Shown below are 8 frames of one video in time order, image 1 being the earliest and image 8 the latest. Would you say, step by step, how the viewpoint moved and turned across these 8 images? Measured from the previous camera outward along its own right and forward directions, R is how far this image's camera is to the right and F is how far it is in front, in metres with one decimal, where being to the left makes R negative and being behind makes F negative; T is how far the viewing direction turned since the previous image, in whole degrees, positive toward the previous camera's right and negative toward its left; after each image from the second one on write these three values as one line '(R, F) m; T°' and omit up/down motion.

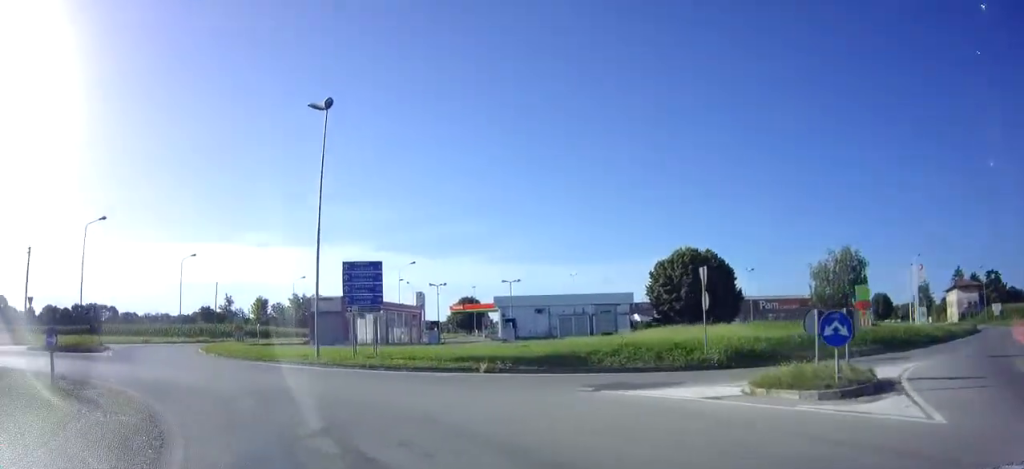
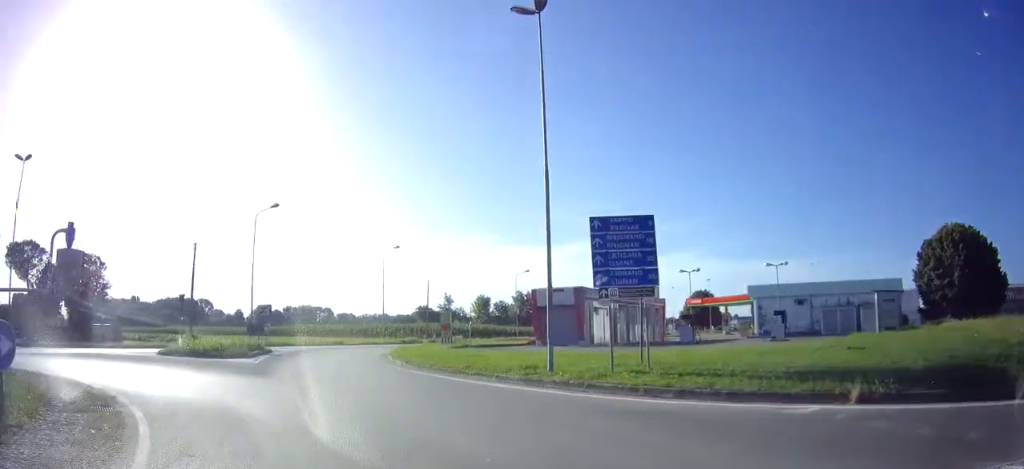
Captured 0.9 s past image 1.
(-1.7, +7.3) m; -23°
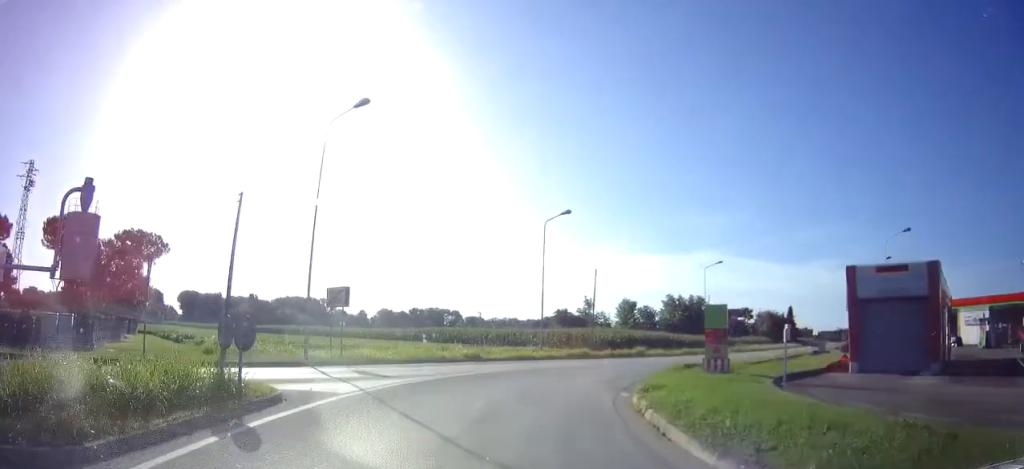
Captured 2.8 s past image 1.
(-3.7, +17.2) m; -8°
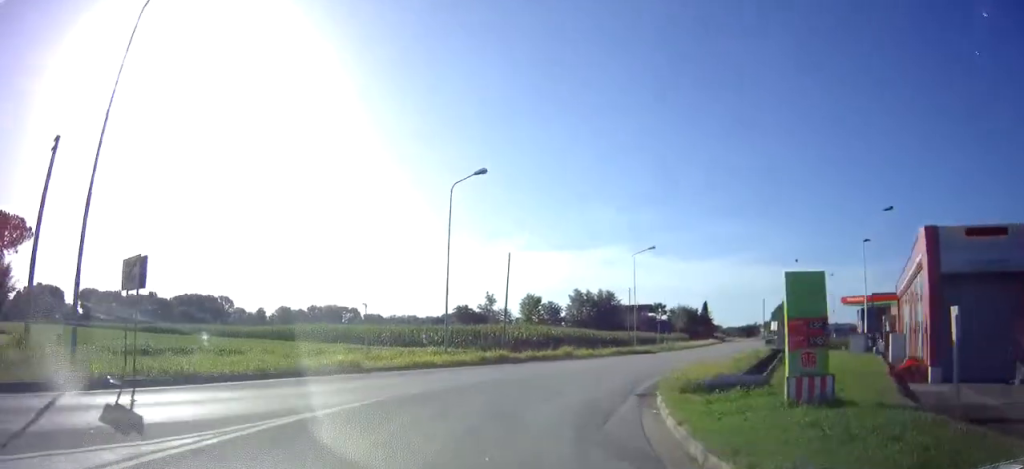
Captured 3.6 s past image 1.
(+0.5, +7.9) m; +9°
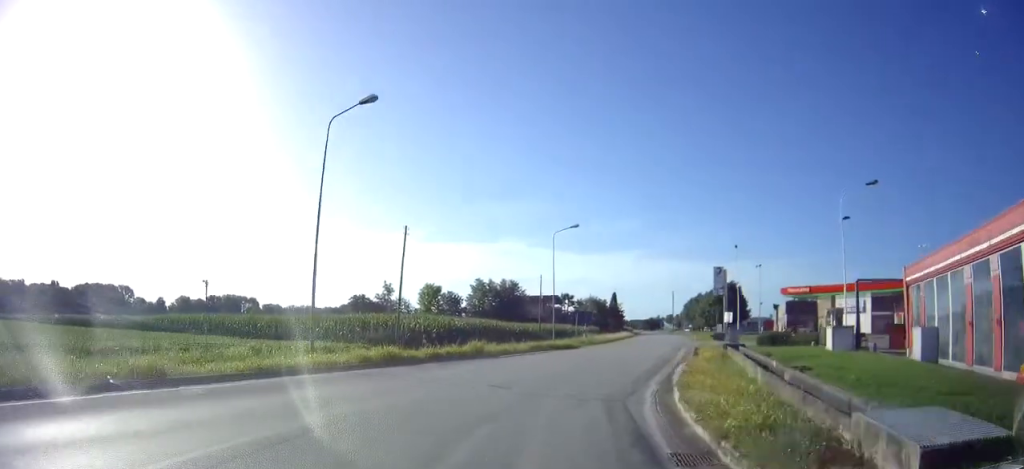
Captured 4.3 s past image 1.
(+0.5, +7.7) m; +9°
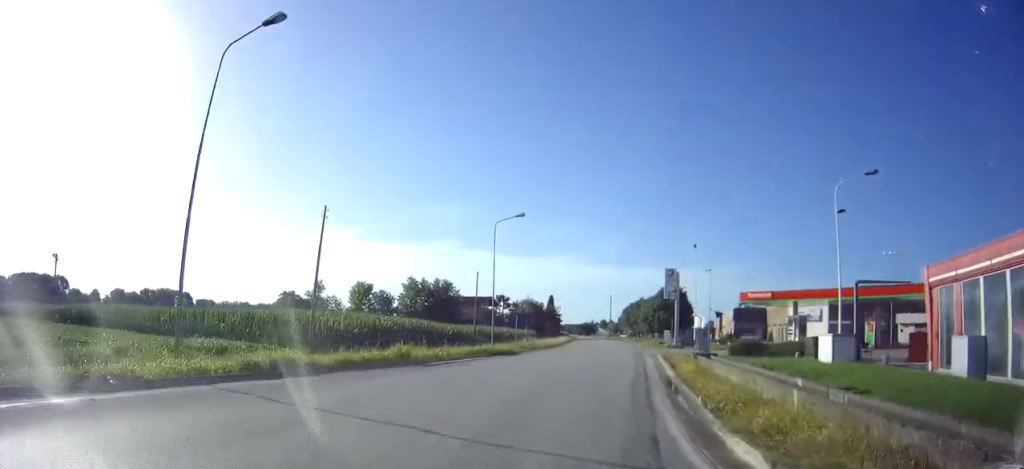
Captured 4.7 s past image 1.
(+0.2, +4.9) m; +6°
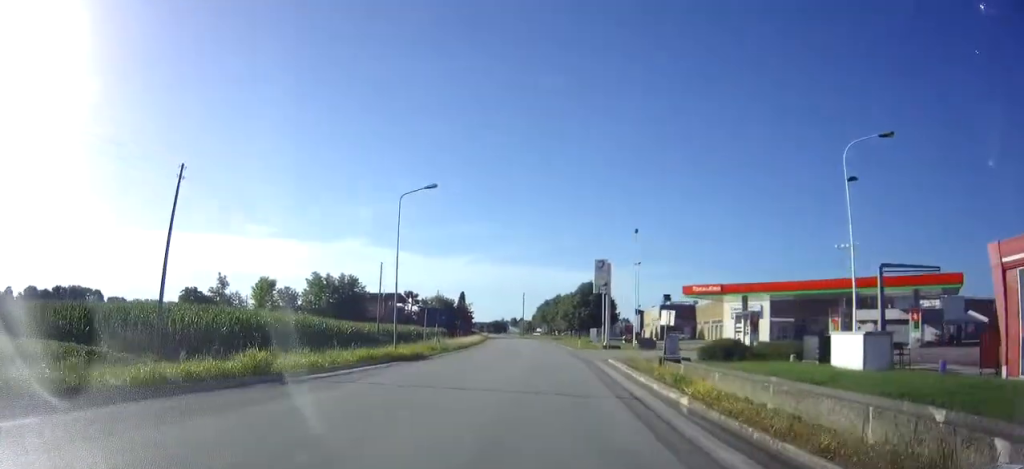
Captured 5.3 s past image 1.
(+0.7, +7.0) m; +7°
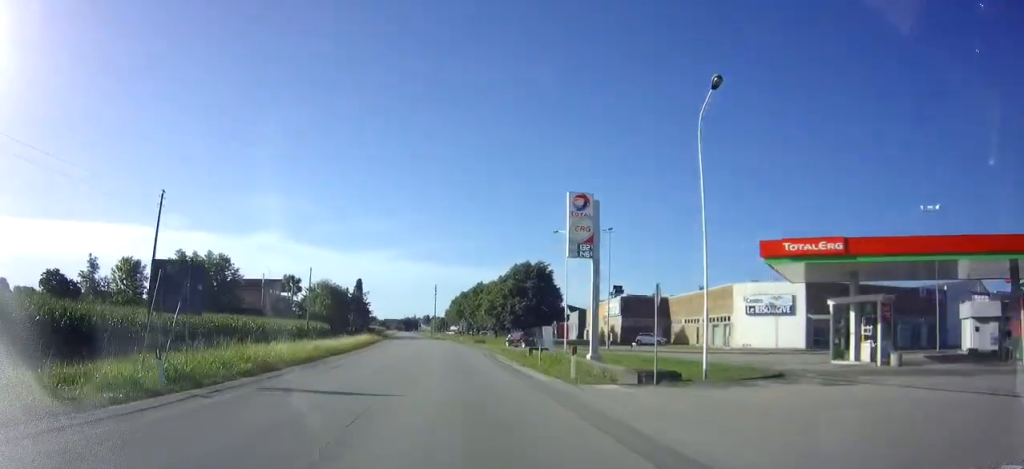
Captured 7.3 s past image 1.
(+3.5, +25.8) m; +11°
